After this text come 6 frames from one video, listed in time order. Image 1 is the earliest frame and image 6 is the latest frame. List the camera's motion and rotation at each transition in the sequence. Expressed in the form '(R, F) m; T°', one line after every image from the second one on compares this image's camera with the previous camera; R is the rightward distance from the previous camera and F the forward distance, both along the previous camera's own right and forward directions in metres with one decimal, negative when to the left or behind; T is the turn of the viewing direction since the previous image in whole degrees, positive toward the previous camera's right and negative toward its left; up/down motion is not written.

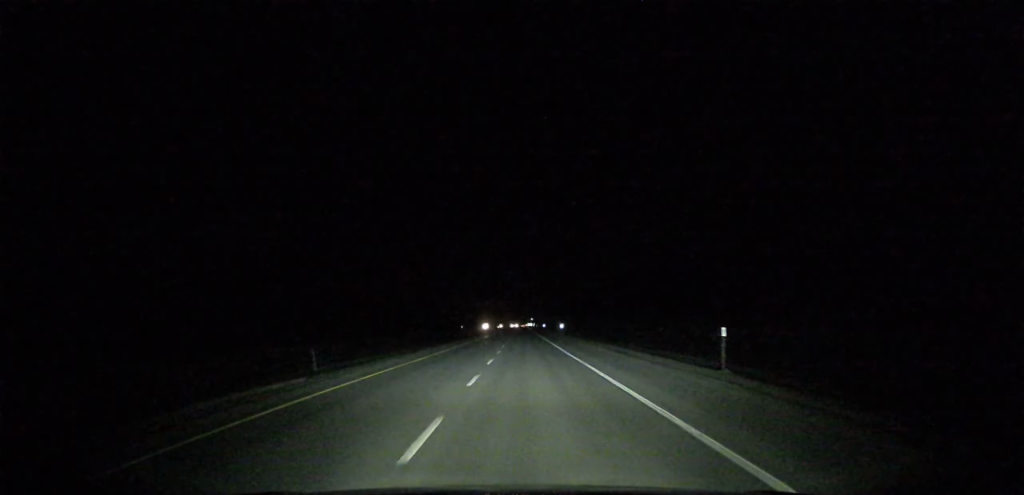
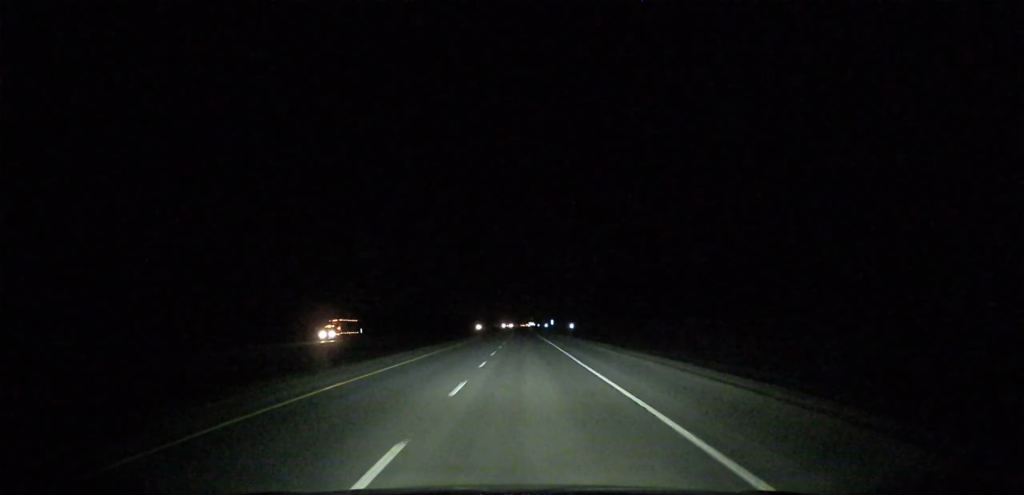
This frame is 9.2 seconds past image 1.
(-0.1, +320.4) m; 0°
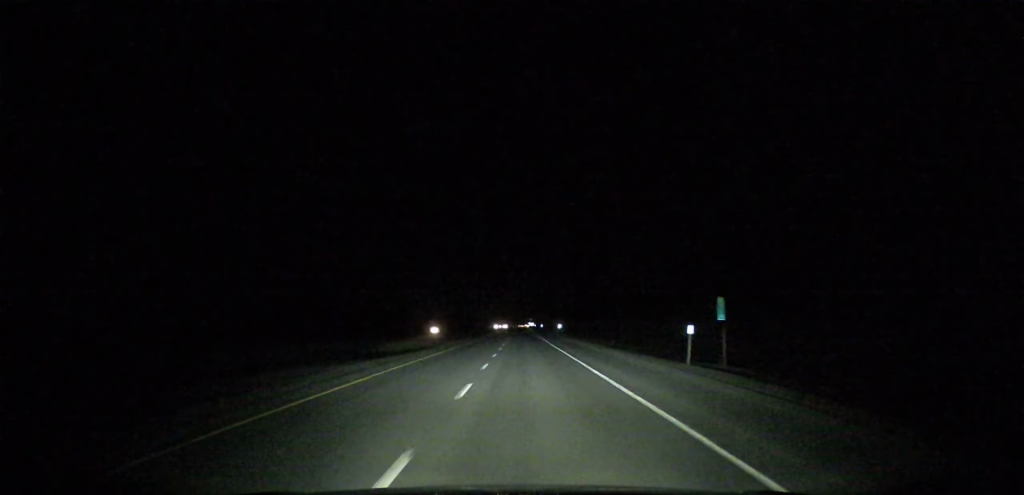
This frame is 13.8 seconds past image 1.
(0.0, +164.7) m; 0°
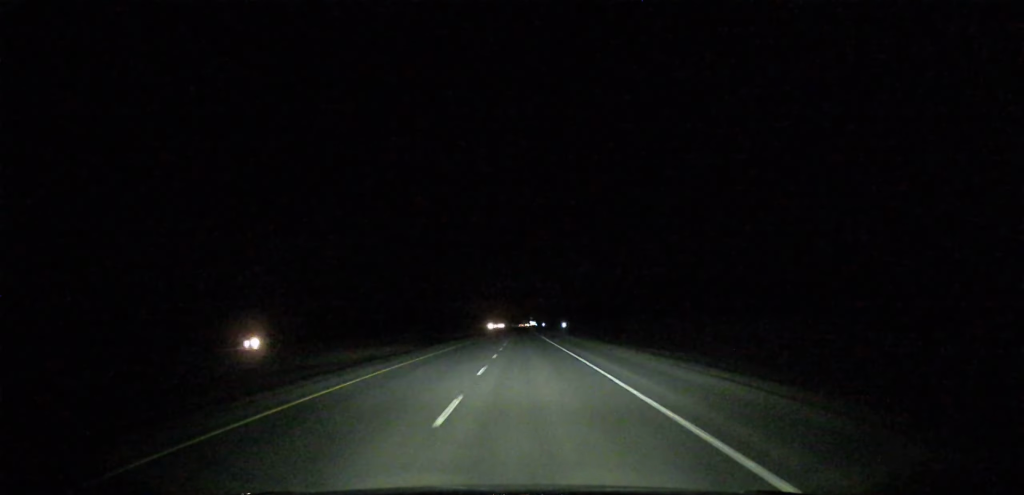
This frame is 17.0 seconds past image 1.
(0.0, +112.1) m; 0°
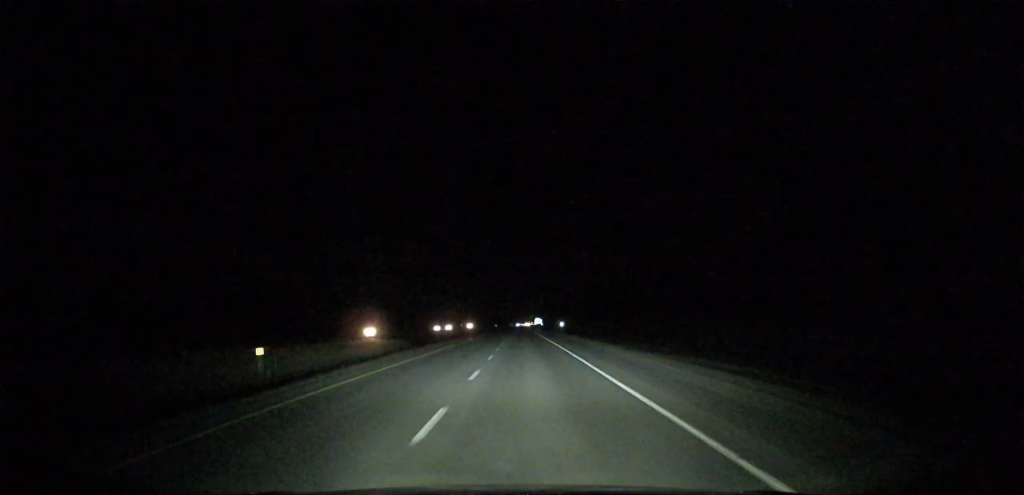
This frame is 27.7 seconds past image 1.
(+0.3, +382.7) m; 0°
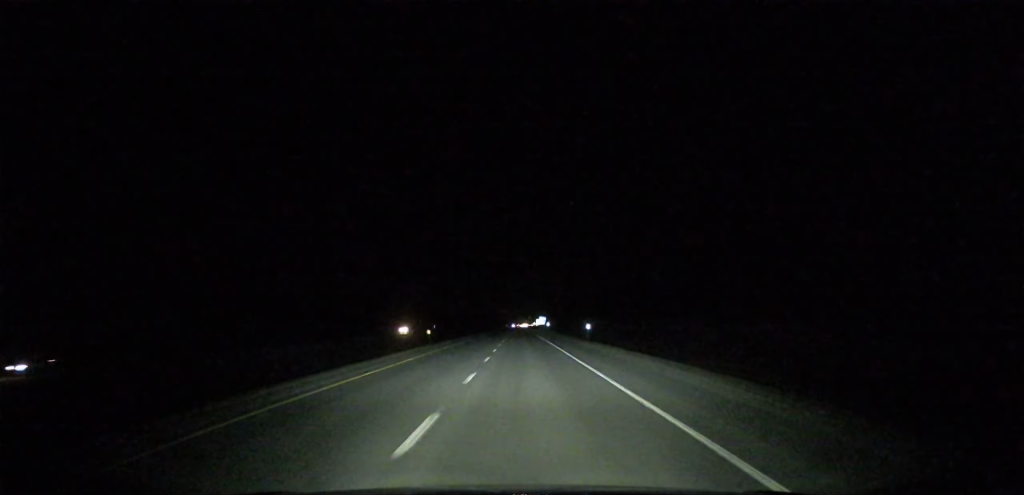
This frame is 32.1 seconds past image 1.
(-0.2, +154.6) m; 0°
